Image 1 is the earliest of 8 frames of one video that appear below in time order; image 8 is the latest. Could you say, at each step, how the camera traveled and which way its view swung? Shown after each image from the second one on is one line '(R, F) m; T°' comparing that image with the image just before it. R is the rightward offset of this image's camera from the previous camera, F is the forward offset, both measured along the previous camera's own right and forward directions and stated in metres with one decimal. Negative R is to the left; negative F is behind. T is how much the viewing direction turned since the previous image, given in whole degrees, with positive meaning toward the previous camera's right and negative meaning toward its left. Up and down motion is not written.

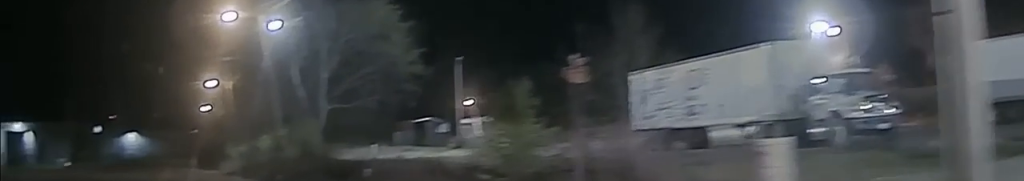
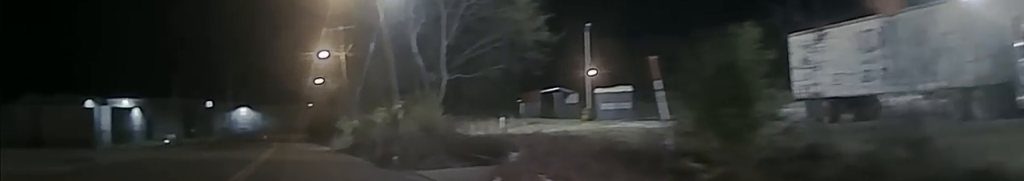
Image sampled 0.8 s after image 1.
(-0.3, +5.8) m; -3°
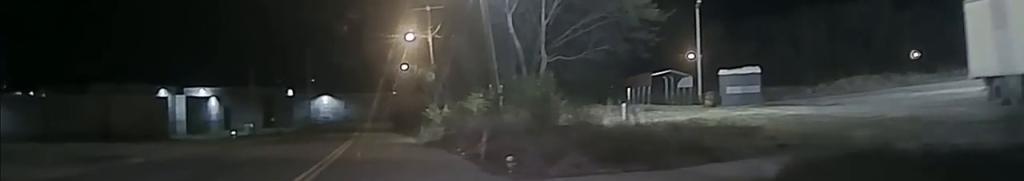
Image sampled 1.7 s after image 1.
(-0.1, +7.6) m; -1°
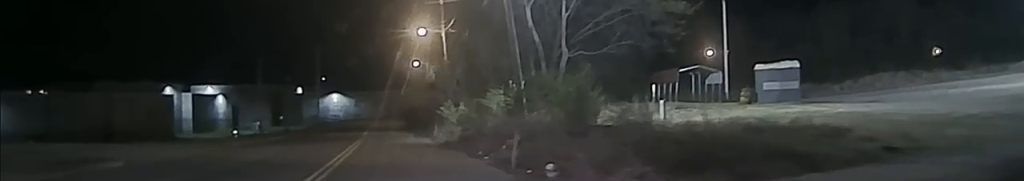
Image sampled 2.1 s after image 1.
(0.0, +3.8) m; -1°
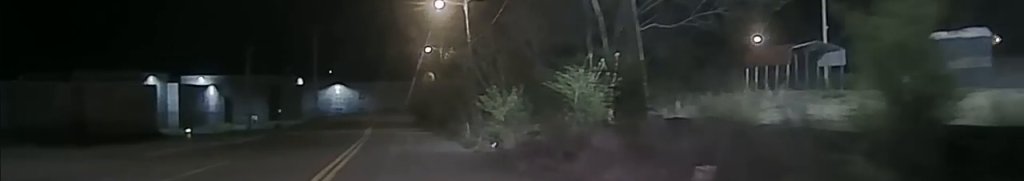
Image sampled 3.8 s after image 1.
(+0.2, +17.0) m; +3°
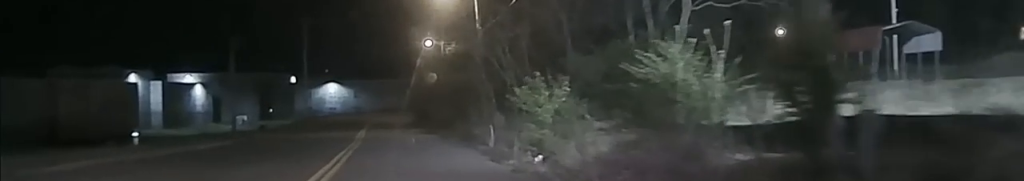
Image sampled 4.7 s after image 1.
(+0.2, +8.9) m; 0°
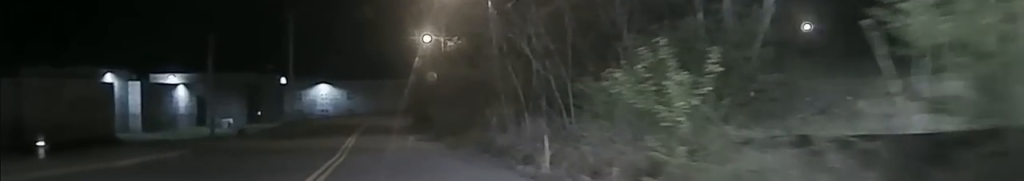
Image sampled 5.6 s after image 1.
(-0.1, +9.8) m; -1°
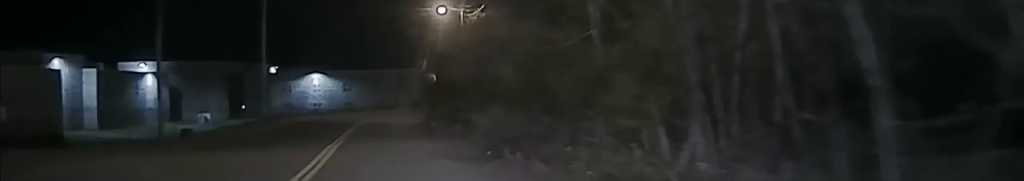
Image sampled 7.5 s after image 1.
(0.0, +19.8) m; 0°
